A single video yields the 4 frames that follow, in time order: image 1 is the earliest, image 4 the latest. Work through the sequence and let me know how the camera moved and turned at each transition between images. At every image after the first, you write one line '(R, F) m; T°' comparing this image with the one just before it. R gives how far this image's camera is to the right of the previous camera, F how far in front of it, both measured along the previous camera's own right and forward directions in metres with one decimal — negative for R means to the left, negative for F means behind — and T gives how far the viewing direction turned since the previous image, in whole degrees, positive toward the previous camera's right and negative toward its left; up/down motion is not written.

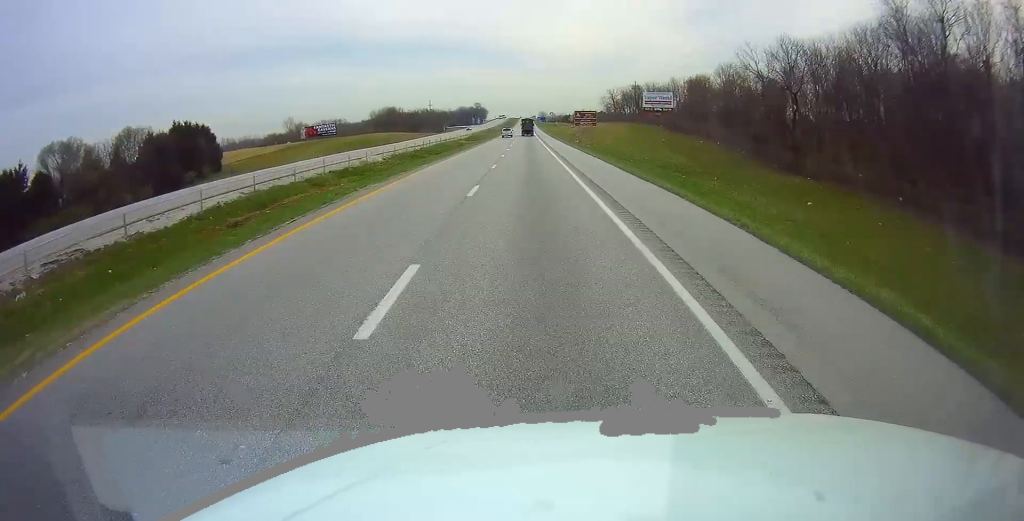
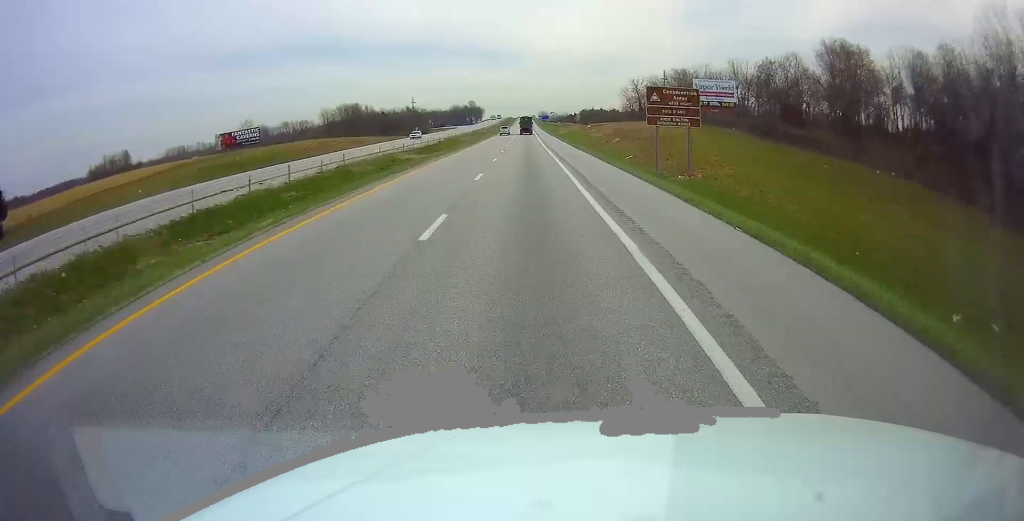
(0.0, +55.0) m; +1°
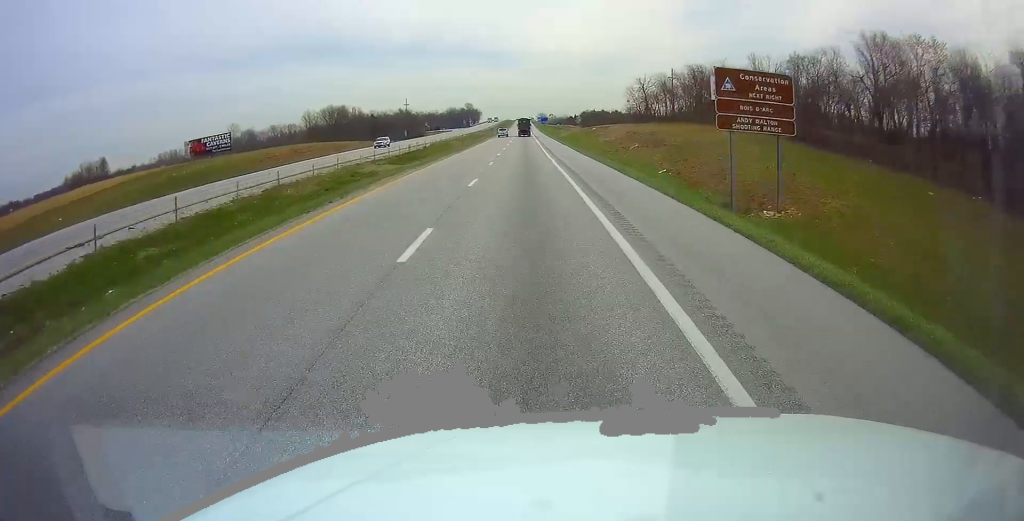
(+0.3, +13.5) m; 0°
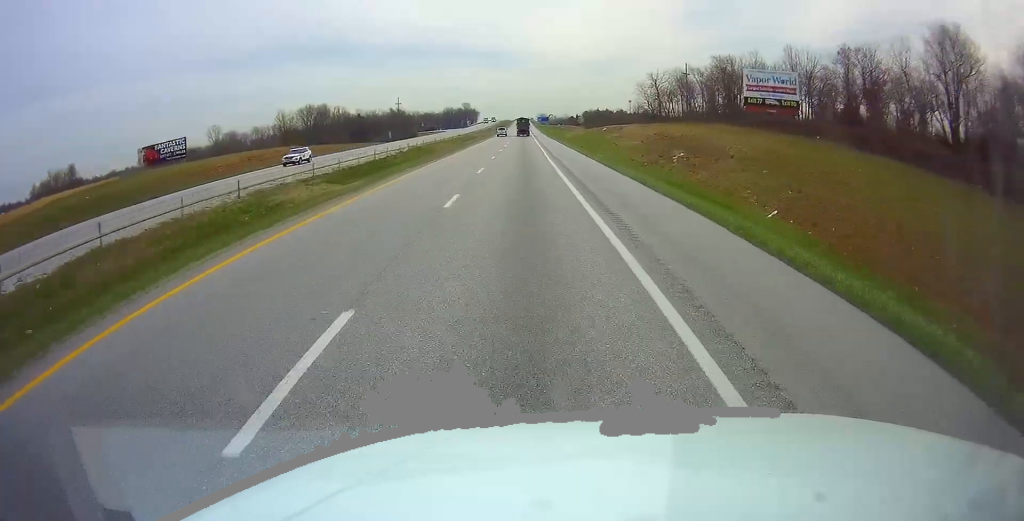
(+0.4, +17.7) m; 0°
